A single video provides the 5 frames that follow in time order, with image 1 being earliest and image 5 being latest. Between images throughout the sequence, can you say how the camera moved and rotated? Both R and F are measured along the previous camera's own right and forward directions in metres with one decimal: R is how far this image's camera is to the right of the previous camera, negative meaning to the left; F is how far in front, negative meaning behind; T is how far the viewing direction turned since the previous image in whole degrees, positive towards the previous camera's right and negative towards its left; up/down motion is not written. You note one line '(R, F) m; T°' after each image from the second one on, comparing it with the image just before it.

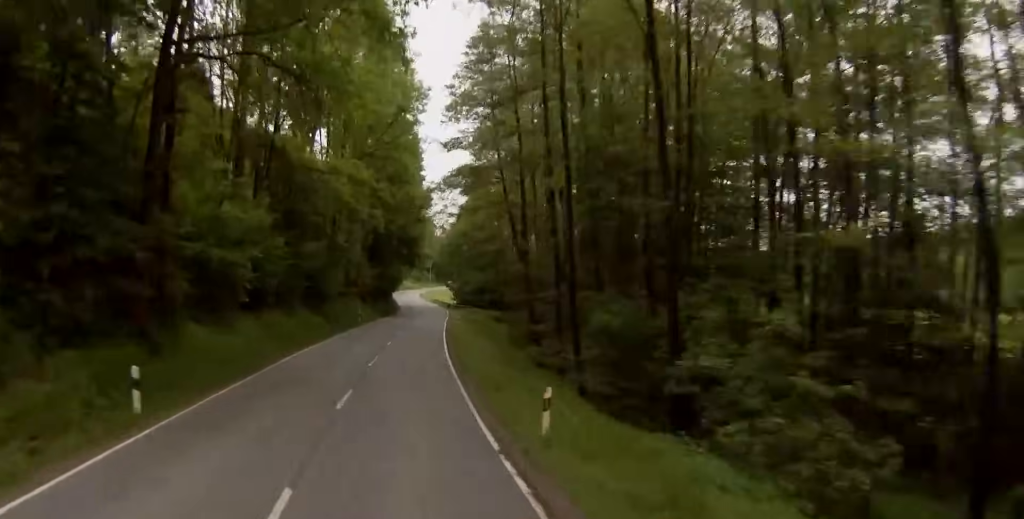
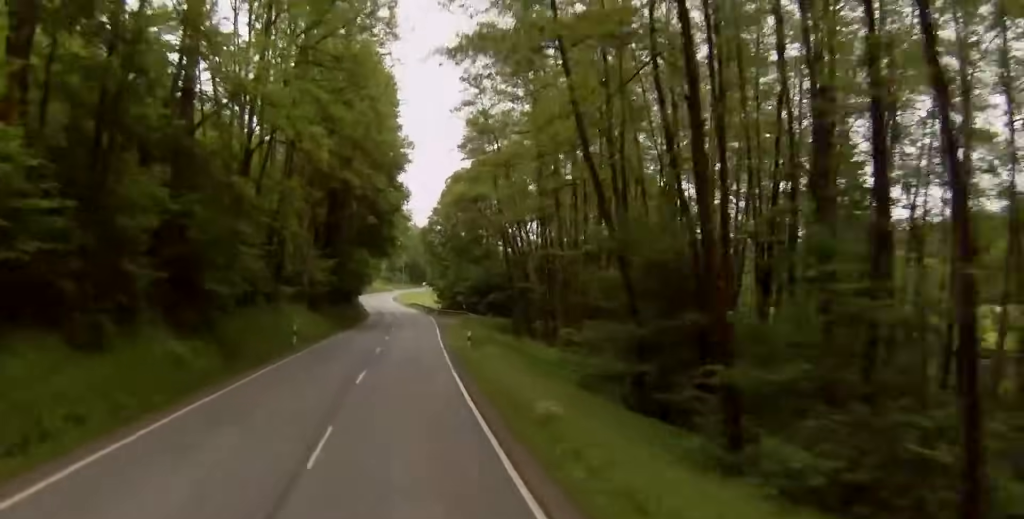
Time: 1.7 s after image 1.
(-0.6, +28.9) m; -5°
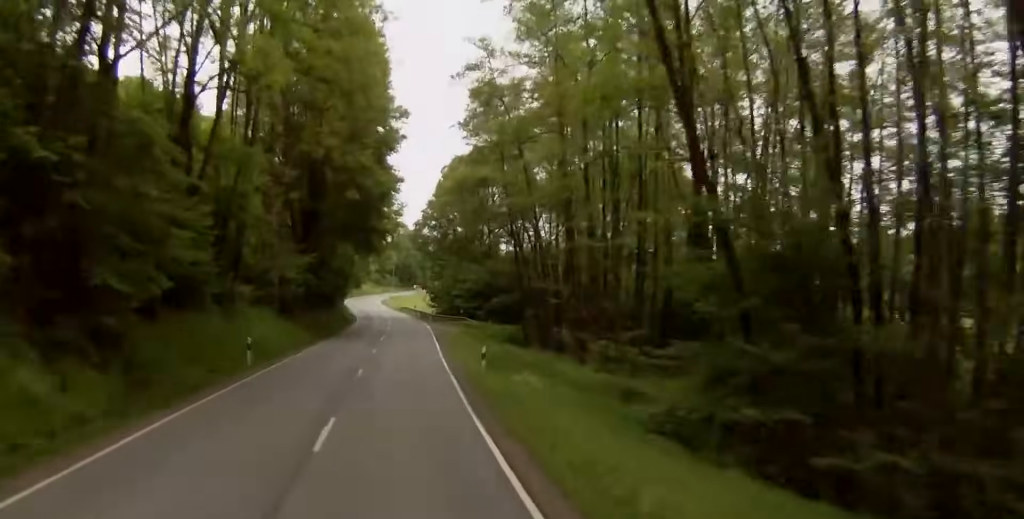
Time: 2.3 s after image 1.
(-0.3, +9.4) m; 0°
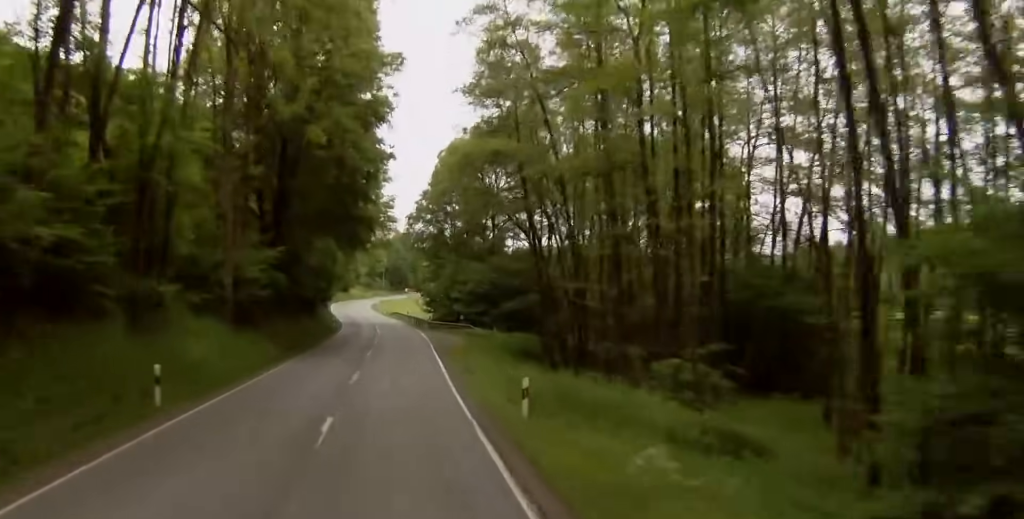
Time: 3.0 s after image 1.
(-0.1, +9.8) m; 0°
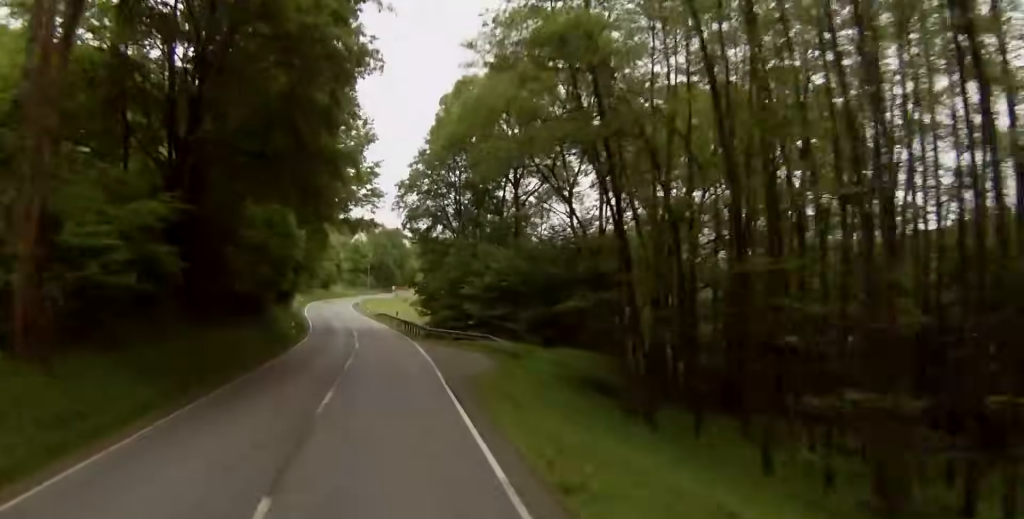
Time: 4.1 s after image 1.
(+0.4, +17.3) m; +3°
